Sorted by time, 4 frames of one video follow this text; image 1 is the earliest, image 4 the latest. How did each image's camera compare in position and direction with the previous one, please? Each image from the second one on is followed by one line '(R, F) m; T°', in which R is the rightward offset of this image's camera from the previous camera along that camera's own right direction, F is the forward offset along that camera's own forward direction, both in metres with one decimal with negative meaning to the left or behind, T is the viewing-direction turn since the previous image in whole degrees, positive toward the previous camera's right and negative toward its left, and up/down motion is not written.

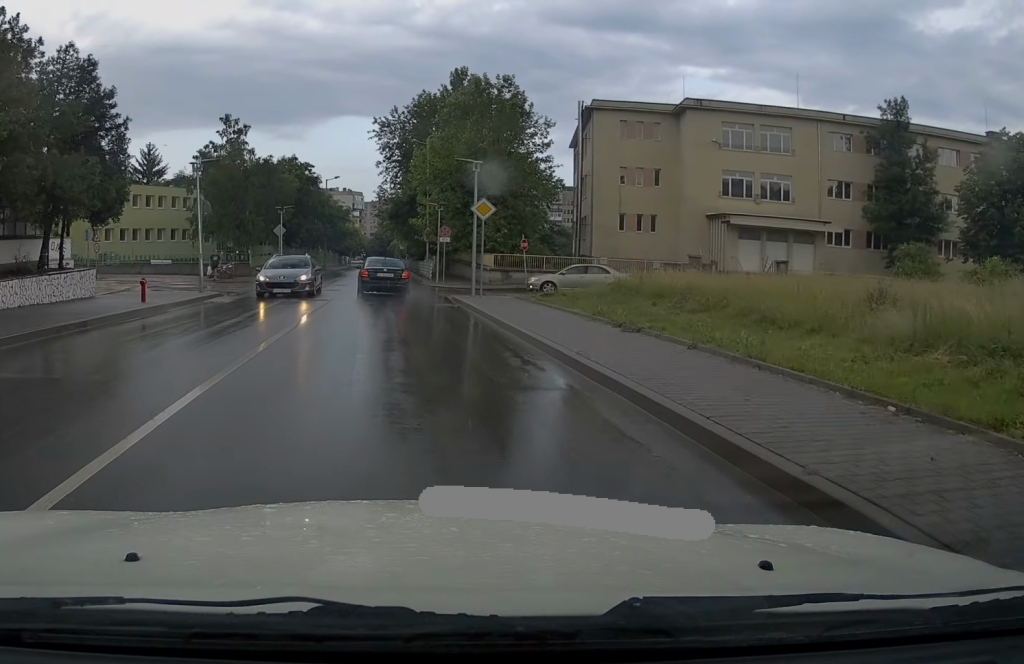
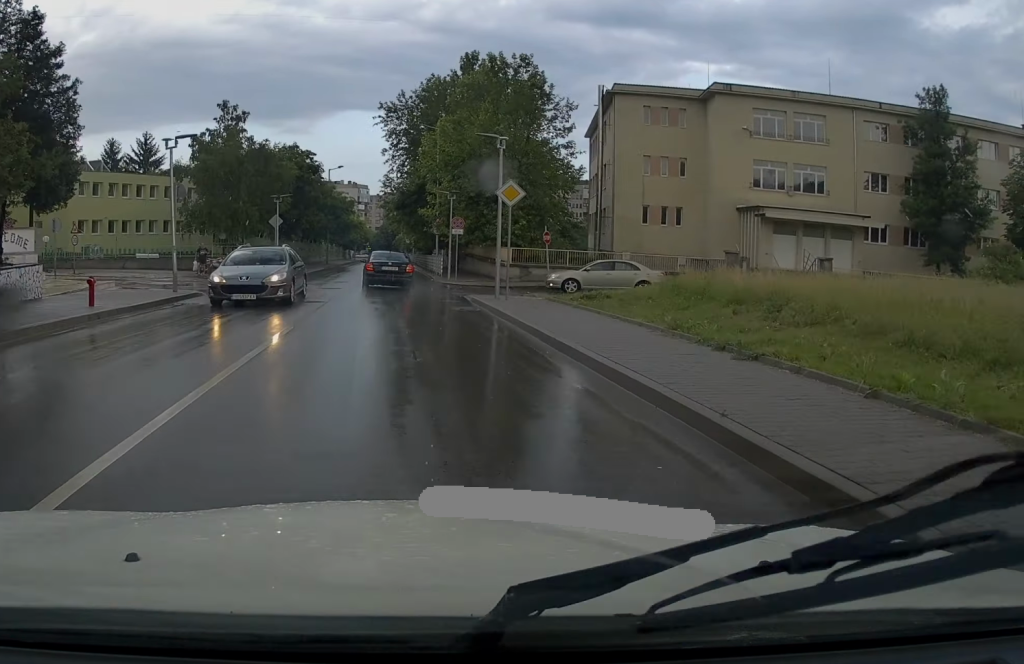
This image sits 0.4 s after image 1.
(0.0, +4.1) m; -1°
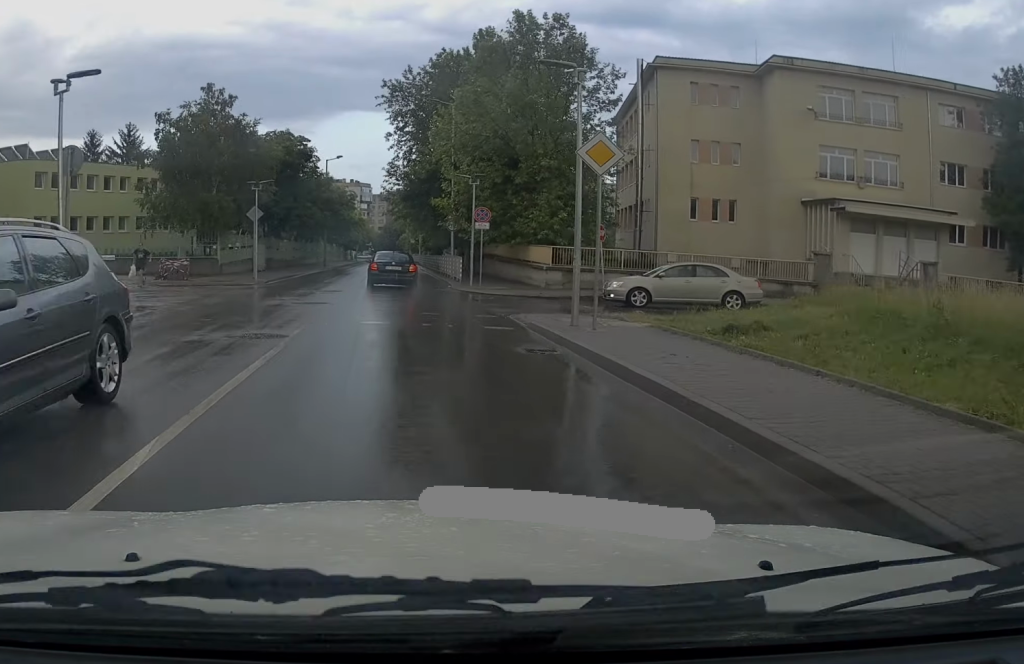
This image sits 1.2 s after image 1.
(0.0, +8.2) m; -1°
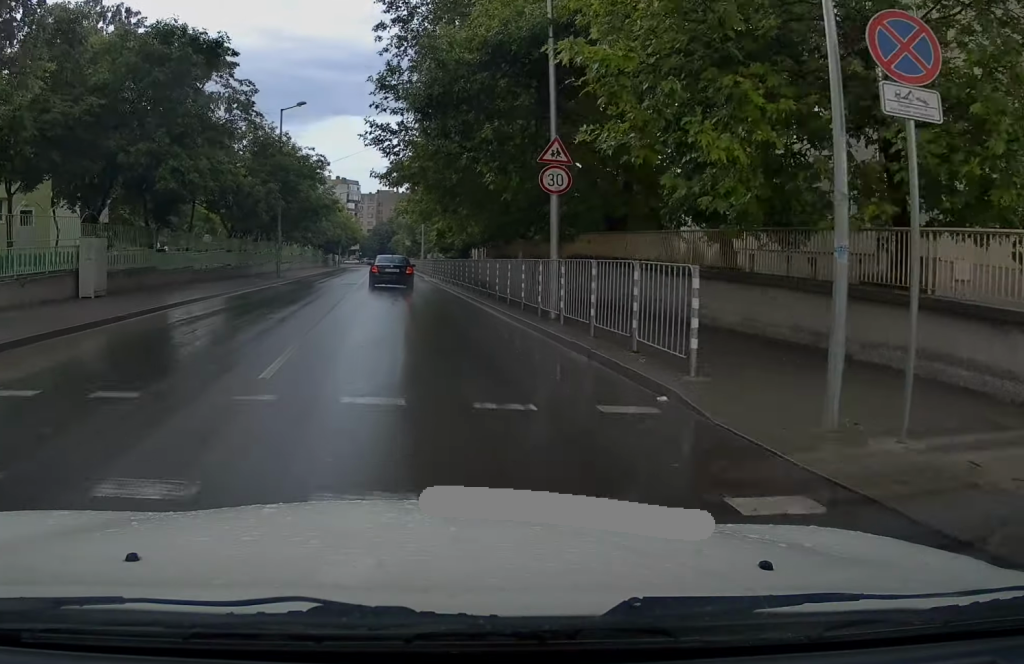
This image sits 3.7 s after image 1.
(+0.1, +25.9) m; 0°
